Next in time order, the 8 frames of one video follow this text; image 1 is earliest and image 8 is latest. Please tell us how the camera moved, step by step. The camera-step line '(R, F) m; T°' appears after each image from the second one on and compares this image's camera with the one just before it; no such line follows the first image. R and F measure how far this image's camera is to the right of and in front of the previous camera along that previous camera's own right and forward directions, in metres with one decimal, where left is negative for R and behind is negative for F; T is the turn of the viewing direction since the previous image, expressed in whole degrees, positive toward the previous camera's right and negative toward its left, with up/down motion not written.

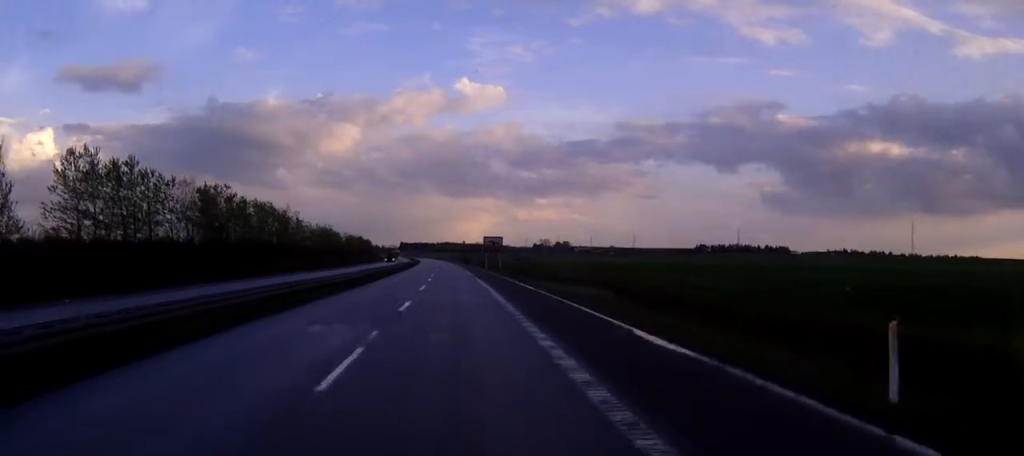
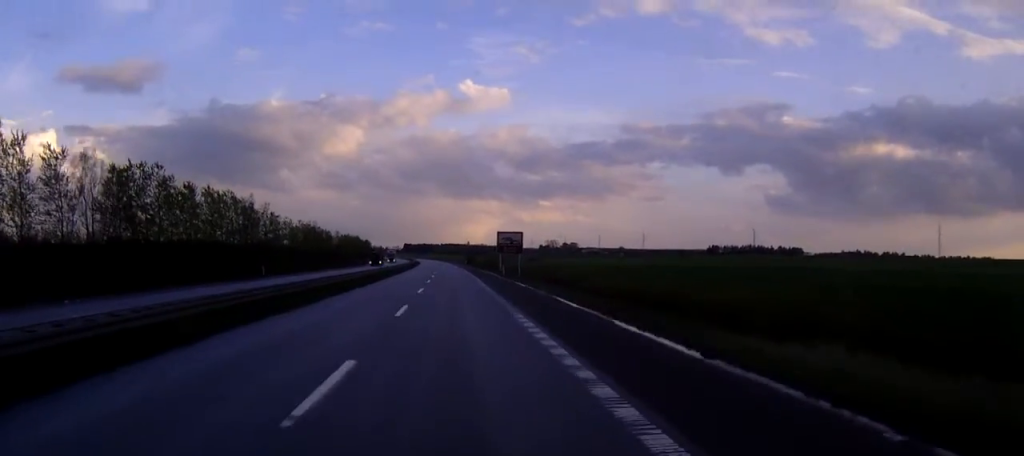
(-0.1, +31.6) m; 0°
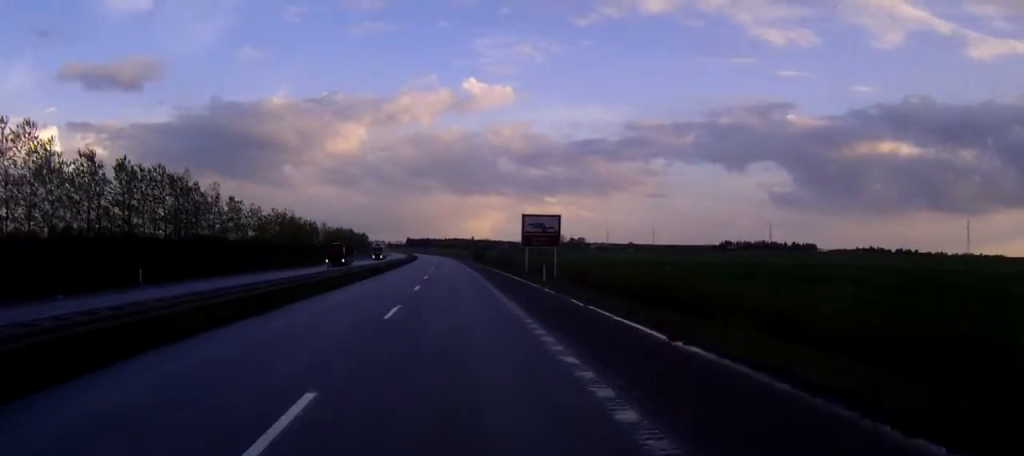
(-0.1, +33.3) m; 0°
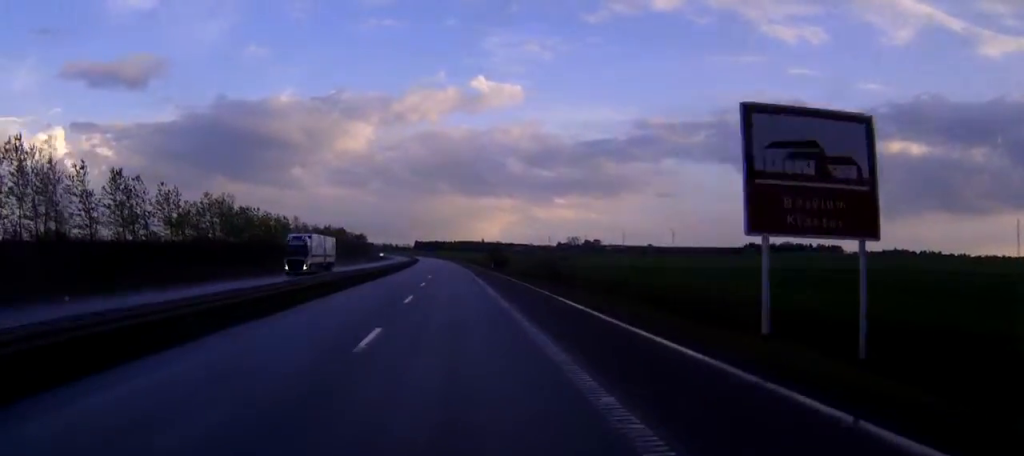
(-0.3, +51.1) m; -1°
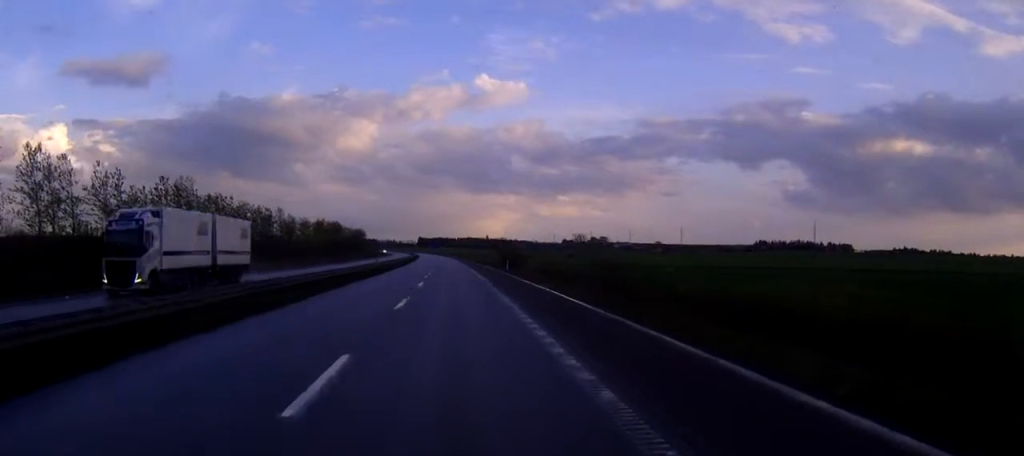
(0.0, +20.4) m; 0°
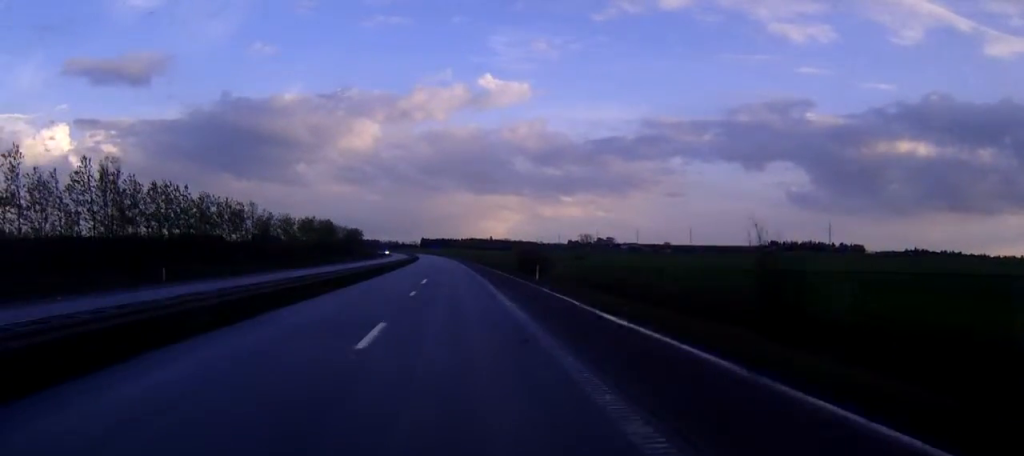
(-0.1, +23.8) m; 0°
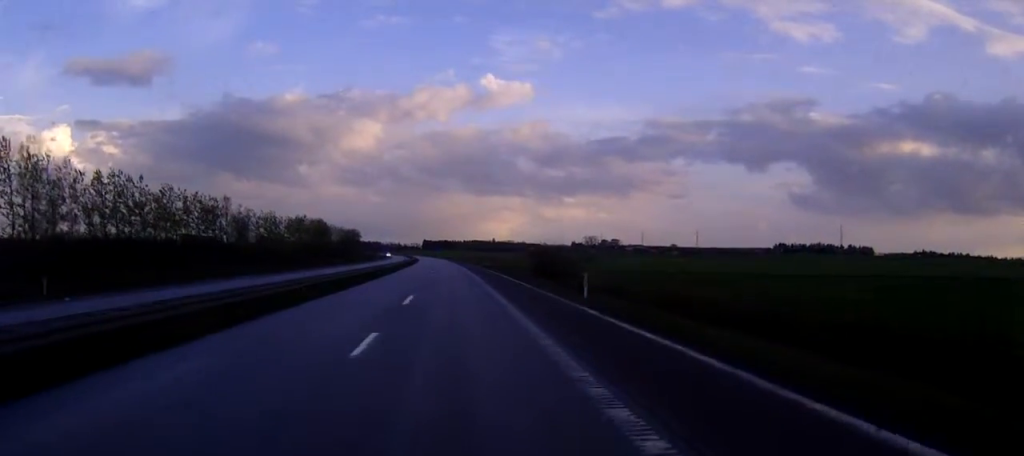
(0.0, +17.0) m; 0°
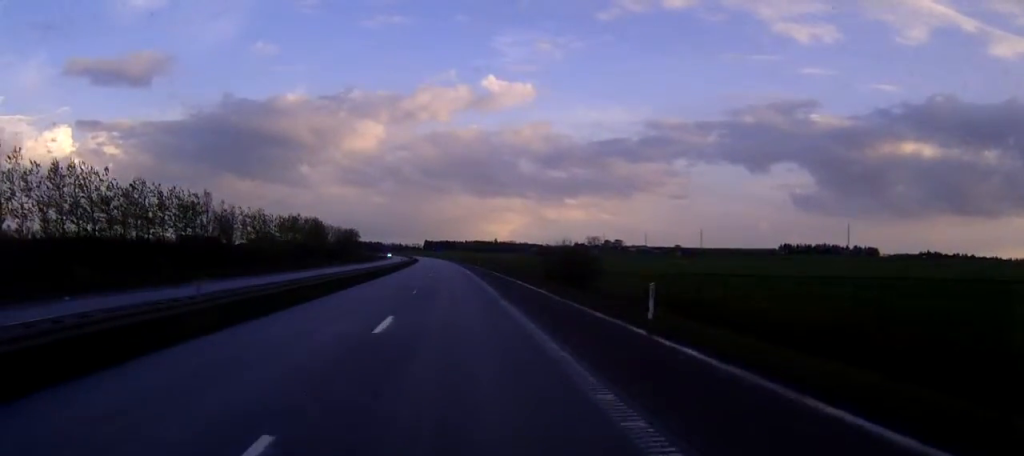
(0.0, +10.2) m; 0°
